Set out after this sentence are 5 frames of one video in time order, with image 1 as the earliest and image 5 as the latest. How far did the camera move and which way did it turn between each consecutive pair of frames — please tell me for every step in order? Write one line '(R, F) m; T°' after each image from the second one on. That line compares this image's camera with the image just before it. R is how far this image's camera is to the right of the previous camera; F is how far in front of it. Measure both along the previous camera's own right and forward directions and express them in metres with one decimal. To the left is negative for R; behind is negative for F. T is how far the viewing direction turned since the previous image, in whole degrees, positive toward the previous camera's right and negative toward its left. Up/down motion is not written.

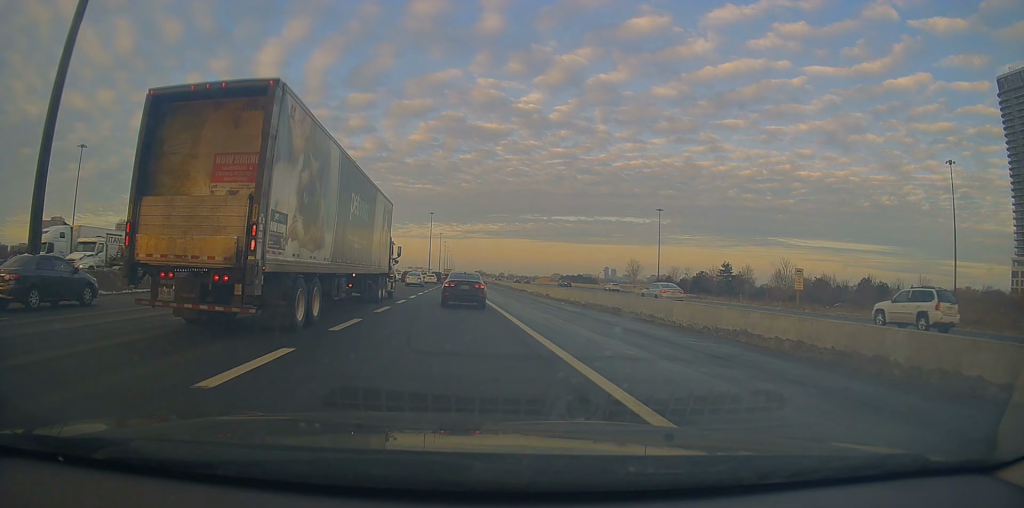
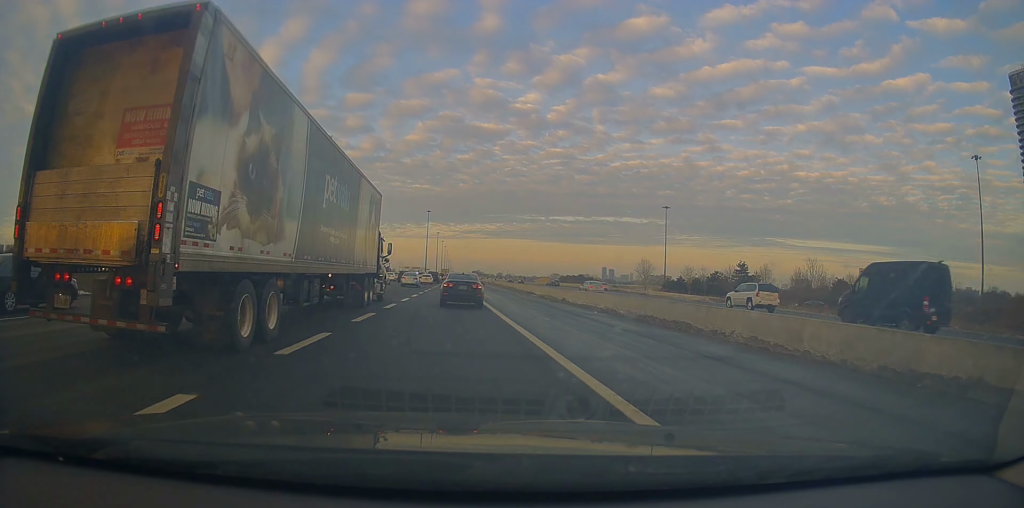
(+0.1, +8.6) m; +2°
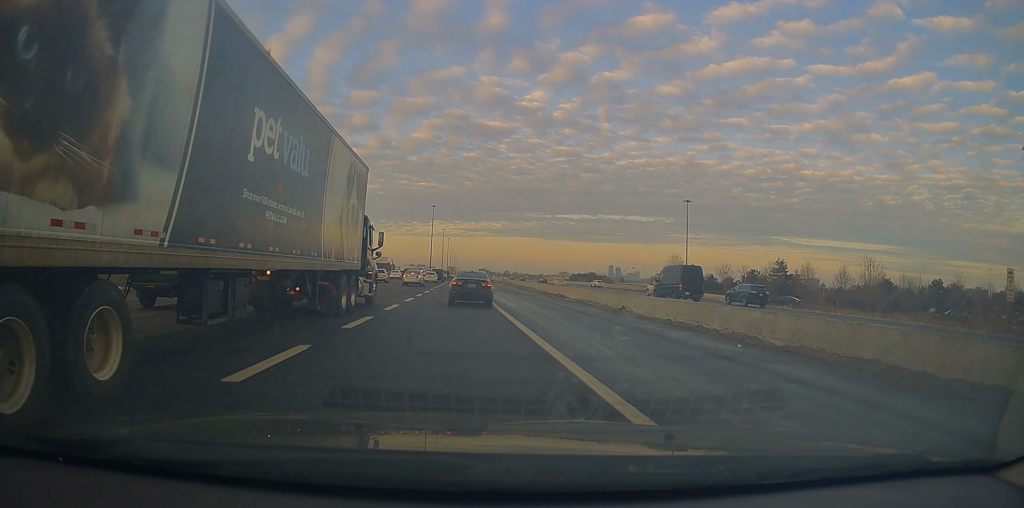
(+0.3, +13.5) m; -1°
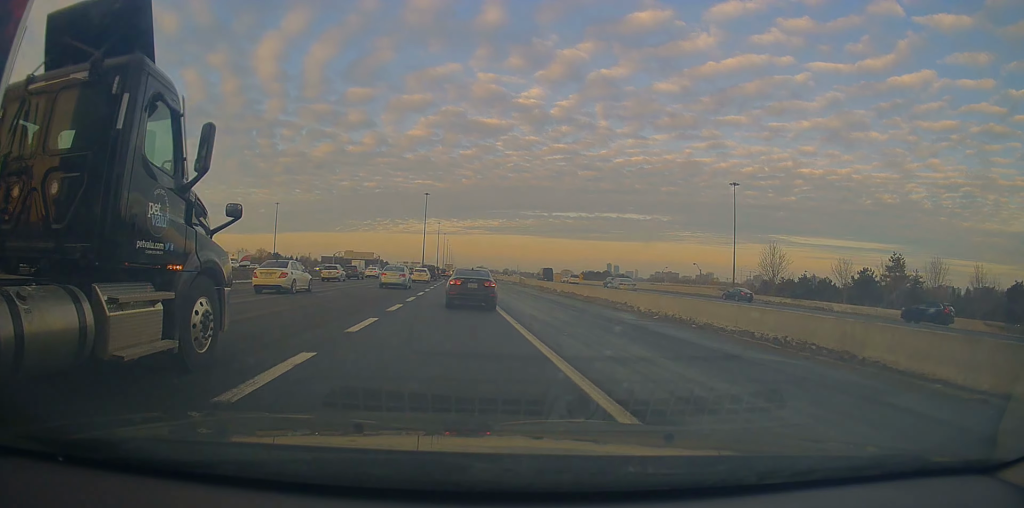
(+0.5, +37.2) m; +2°
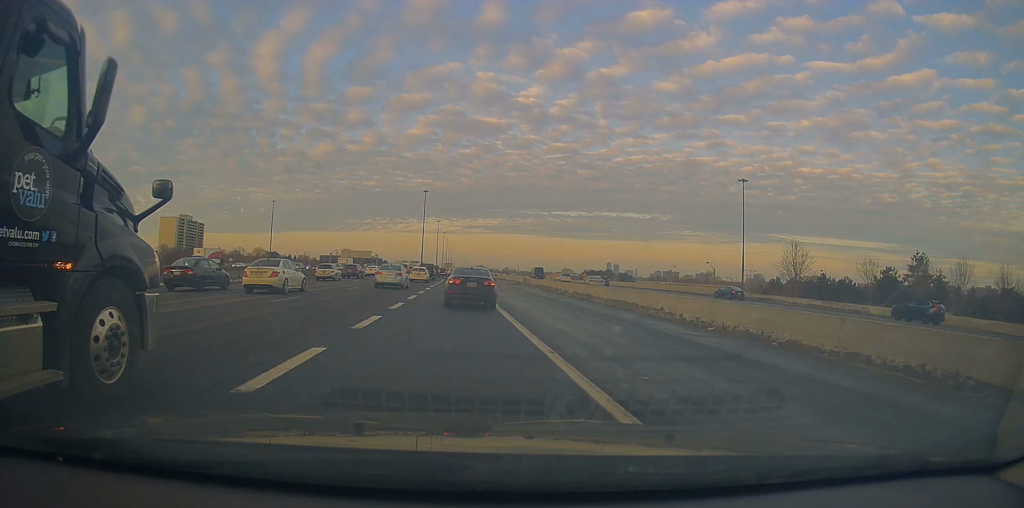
(0.0, +5.8) m; -1°
